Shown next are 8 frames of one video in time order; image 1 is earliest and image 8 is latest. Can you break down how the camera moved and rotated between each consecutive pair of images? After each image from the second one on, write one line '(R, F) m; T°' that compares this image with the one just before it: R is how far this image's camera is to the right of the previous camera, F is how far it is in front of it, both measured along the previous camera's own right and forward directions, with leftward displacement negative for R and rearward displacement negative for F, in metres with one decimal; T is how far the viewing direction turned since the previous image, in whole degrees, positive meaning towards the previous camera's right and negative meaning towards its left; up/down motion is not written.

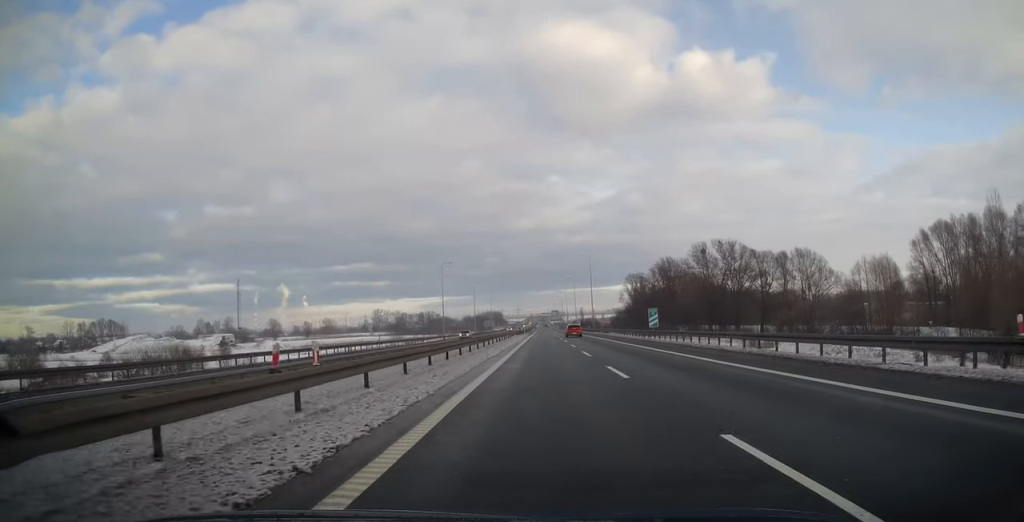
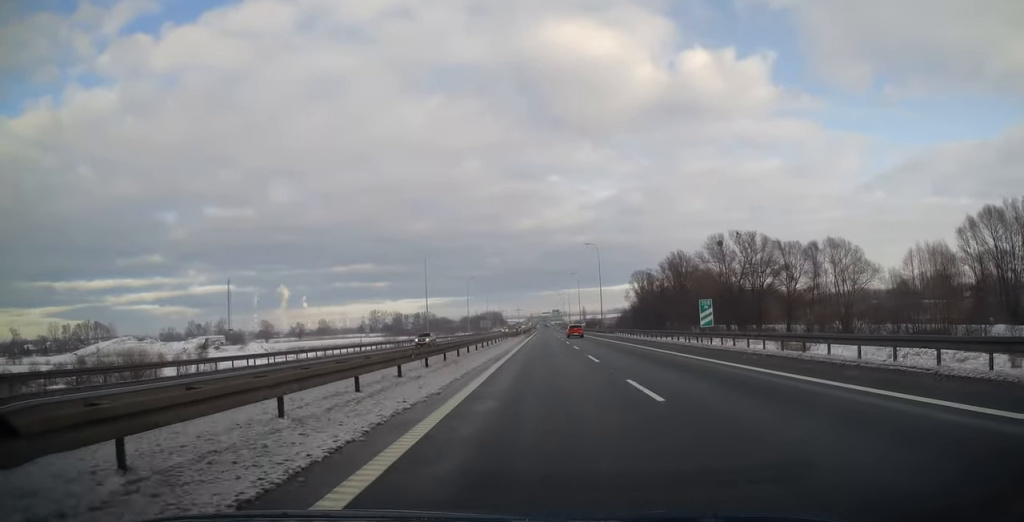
(-0.2, +16.6) m; 0°
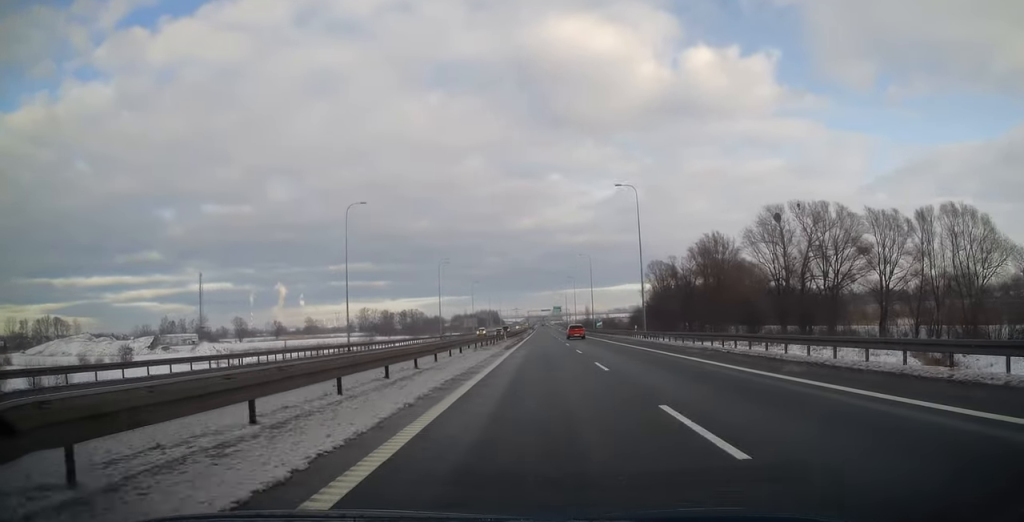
(+0.2, +40.6) m; 0°
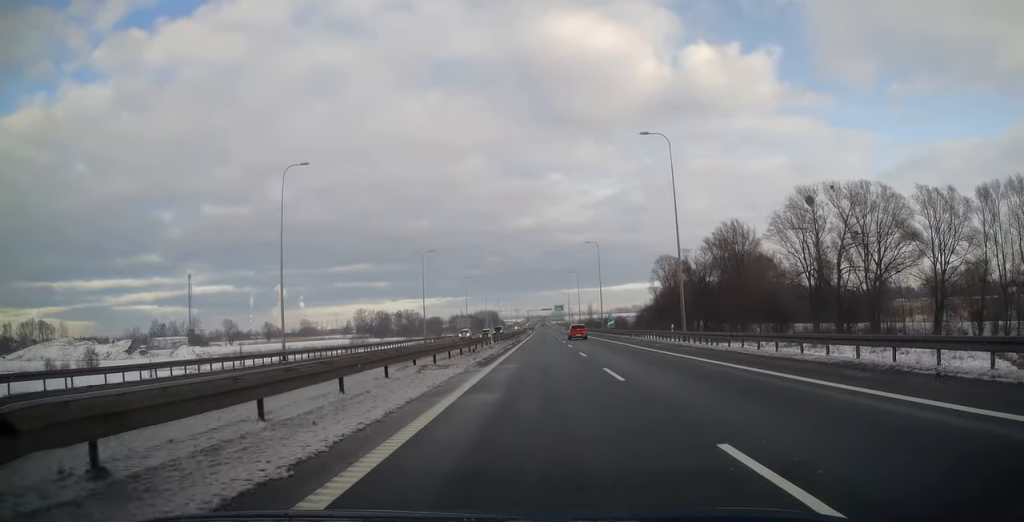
(-0.2, +15.5) m; 0°
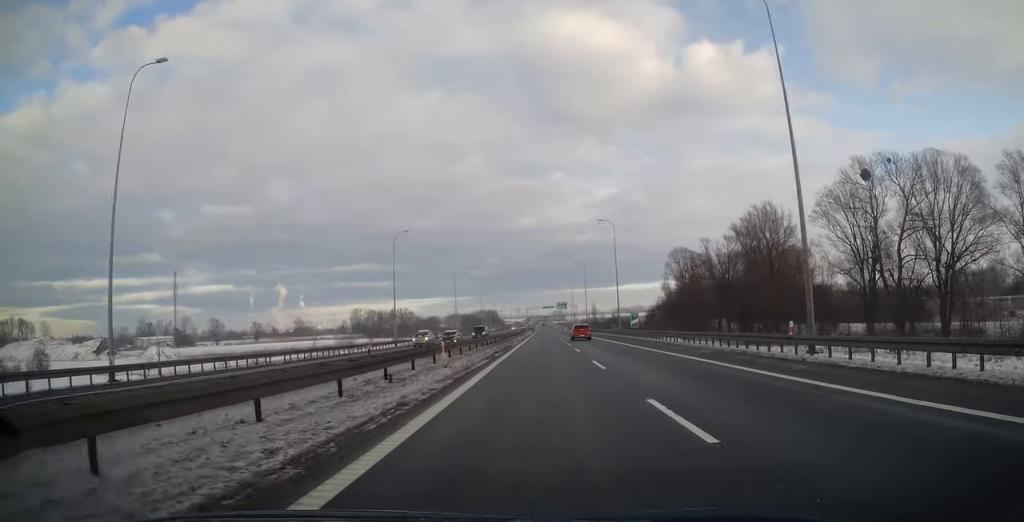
(-0.1, +19.8) m; 0°
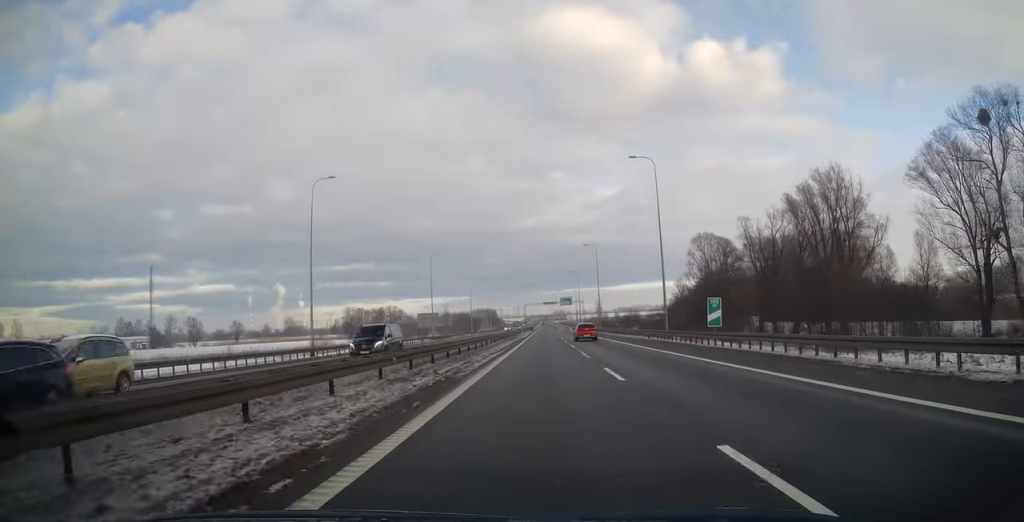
(+0.3, +28.3) m; 0°
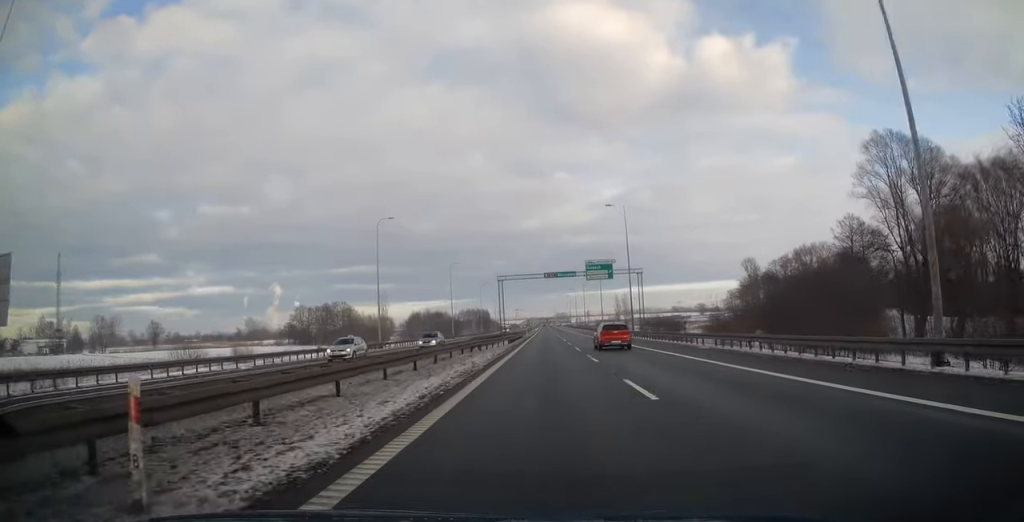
(-0.4, +87.5) m; 0°
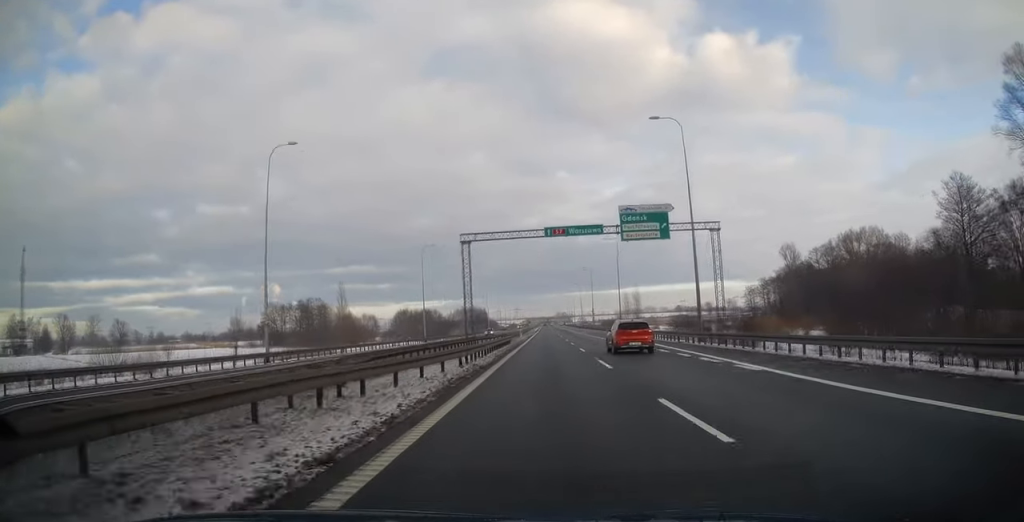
(-0.2, +28.2) m; 0°
